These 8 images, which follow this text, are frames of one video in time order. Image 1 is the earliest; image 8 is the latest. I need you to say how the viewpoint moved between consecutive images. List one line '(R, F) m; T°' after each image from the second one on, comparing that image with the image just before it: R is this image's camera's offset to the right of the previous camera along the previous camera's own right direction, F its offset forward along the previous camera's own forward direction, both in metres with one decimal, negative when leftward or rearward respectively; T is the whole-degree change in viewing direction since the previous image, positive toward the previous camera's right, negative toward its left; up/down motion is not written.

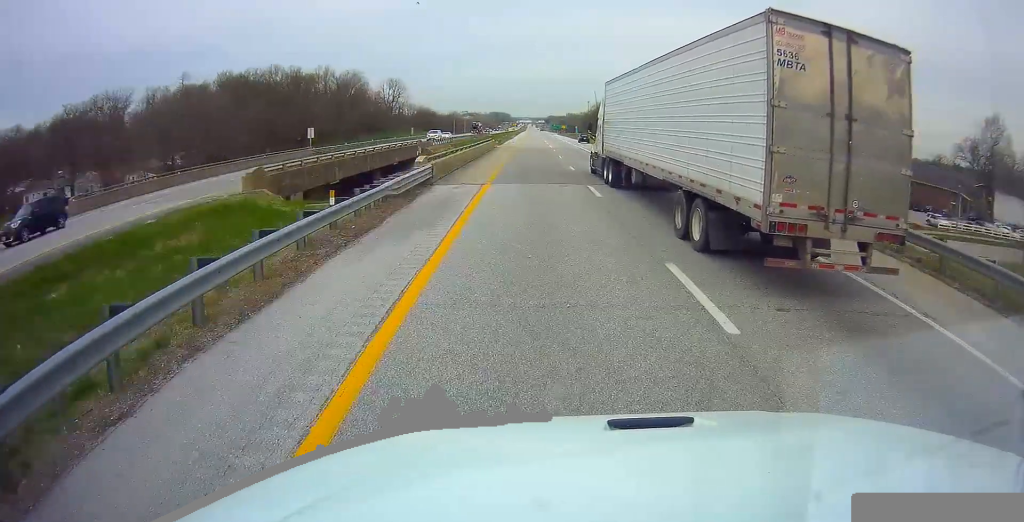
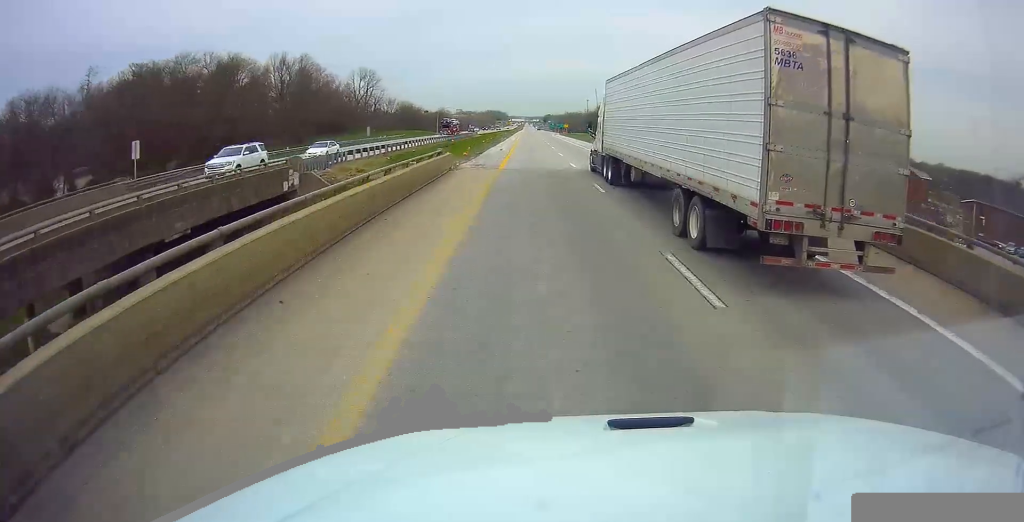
(+0.2, +35.1) m; 0°
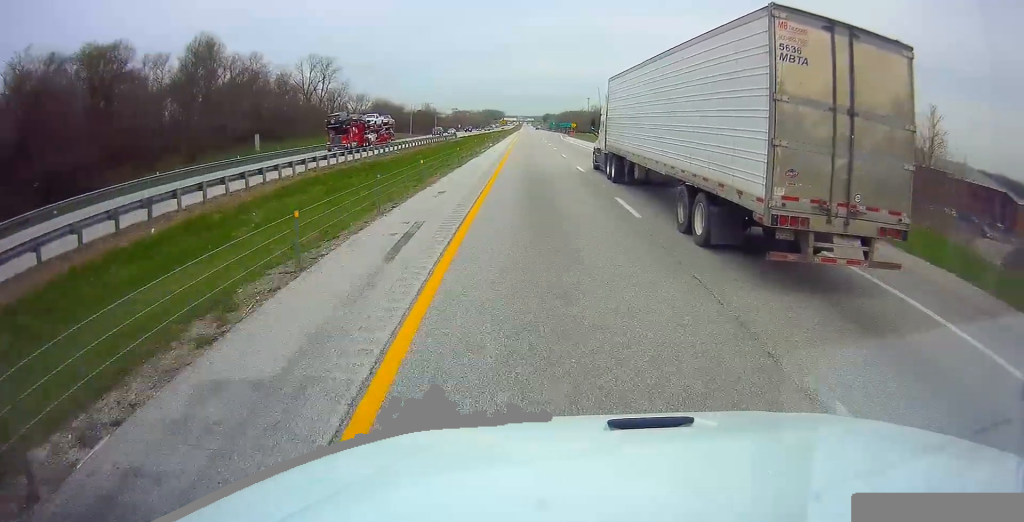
(0.0, +41.7) m; 0°
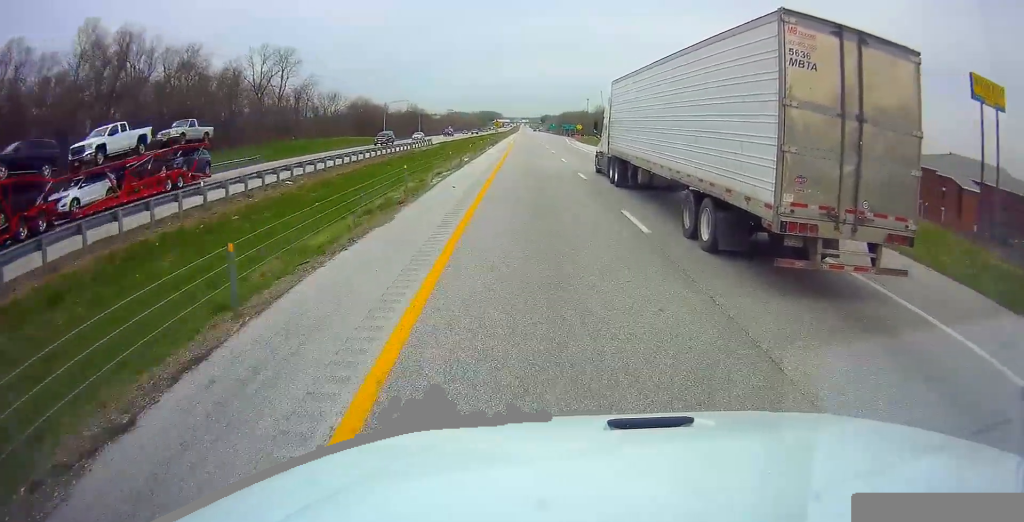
(0.0, +26.1) m; 0°
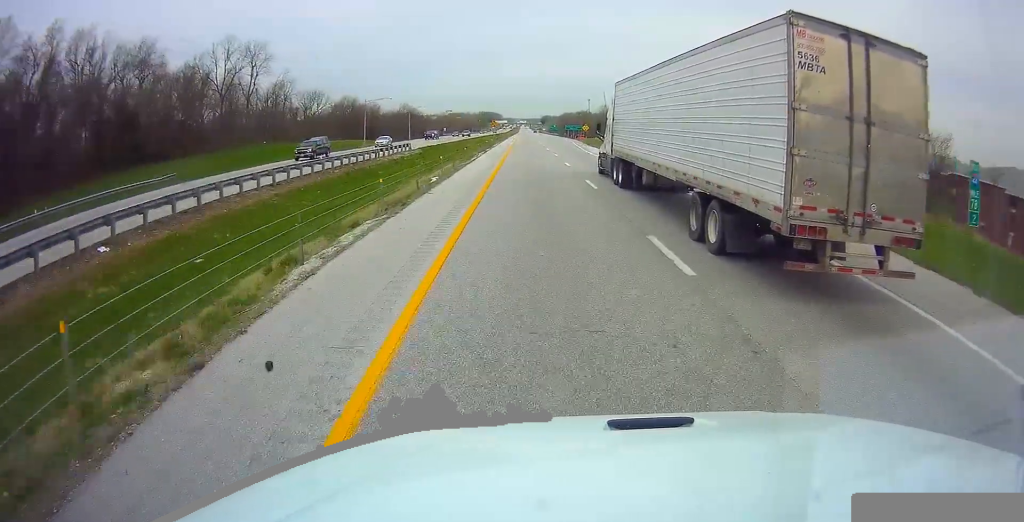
(0.0, +15.5) m; 0°
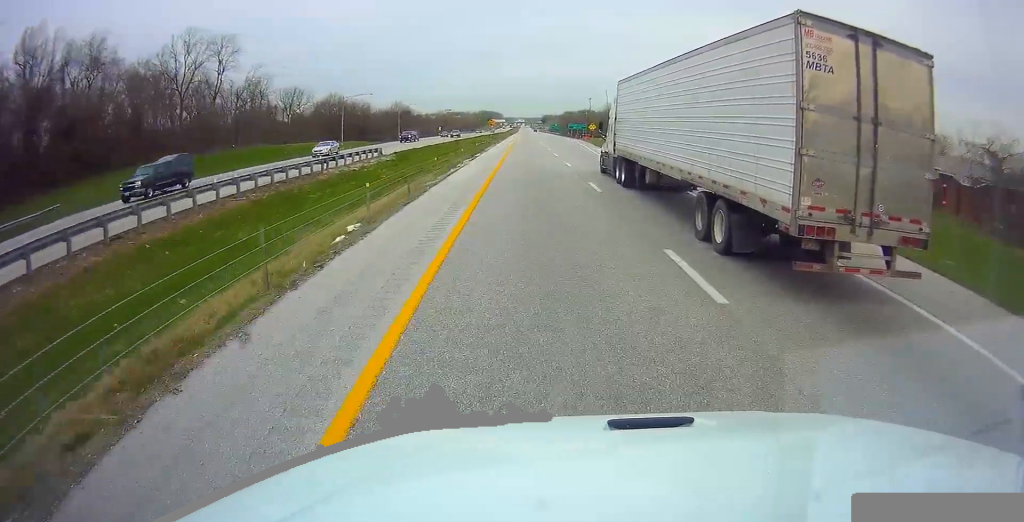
(+0.1, +13.6) m; 0°
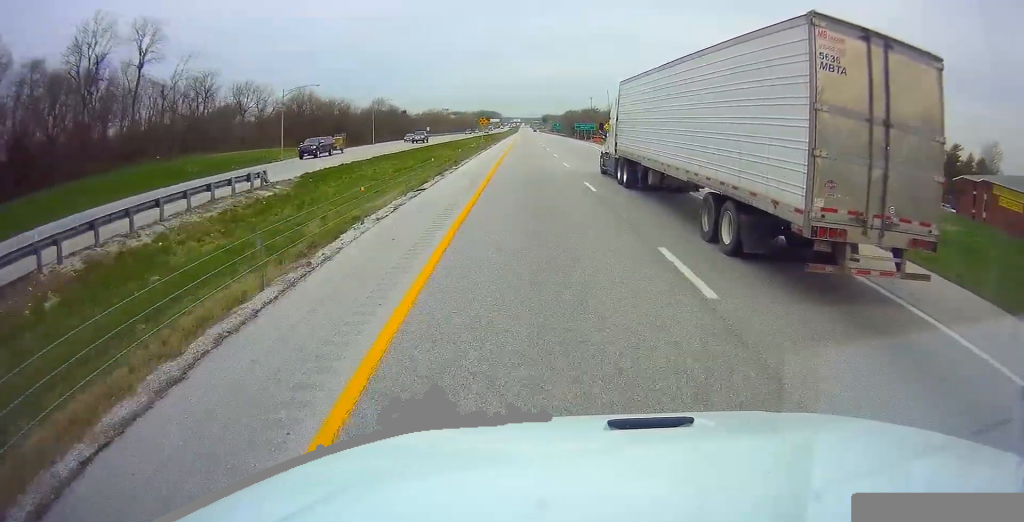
(+0.1, +24.3) m; 0°
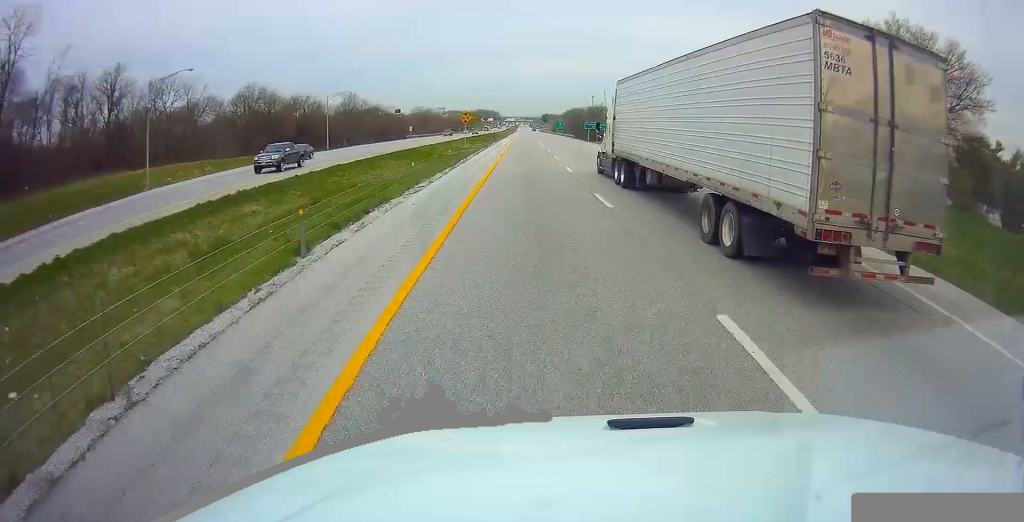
(-0.2, +28.2) m; 0°
